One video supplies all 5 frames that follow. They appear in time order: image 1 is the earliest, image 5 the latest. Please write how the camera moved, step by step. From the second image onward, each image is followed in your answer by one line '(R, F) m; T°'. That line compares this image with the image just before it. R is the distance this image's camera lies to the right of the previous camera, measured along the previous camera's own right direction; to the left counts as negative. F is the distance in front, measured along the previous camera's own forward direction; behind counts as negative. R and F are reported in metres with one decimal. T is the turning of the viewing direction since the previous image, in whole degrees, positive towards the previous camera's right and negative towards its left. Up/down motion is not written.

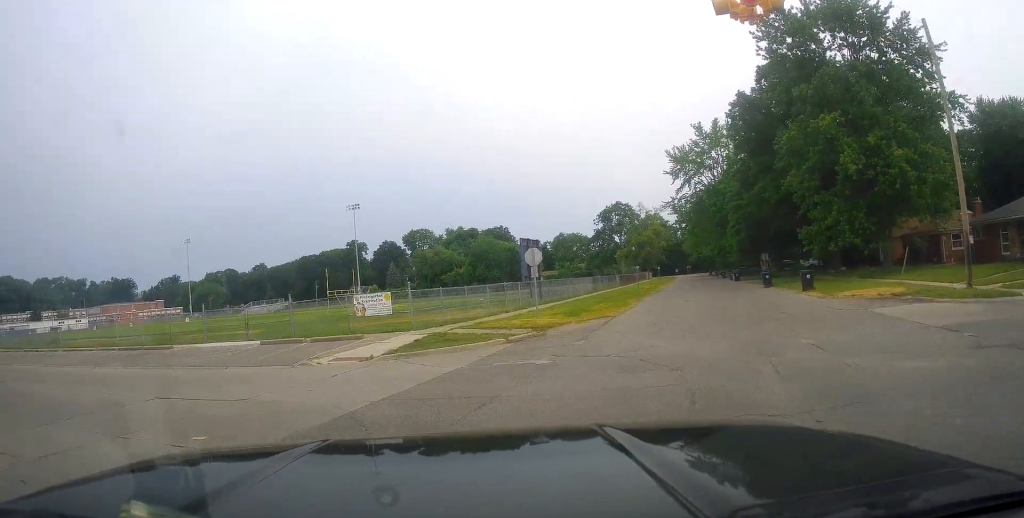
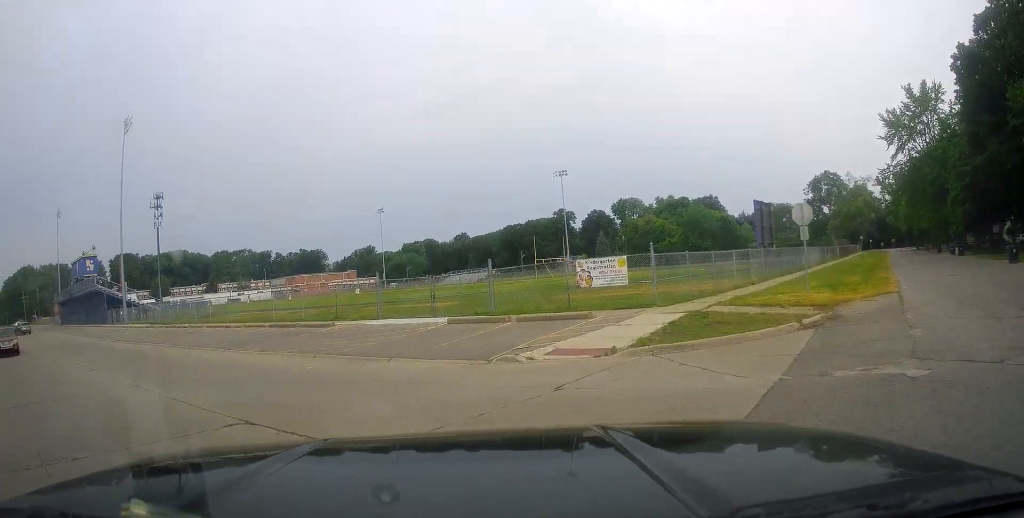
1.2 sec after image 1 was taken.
(-1.2, +4.6) m; -26°
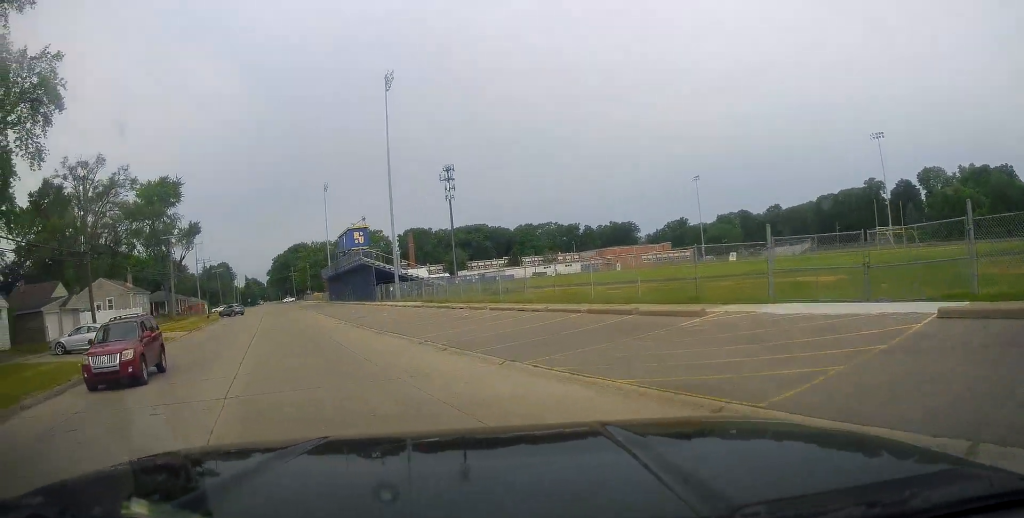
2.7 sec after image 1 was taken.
(-1.7, +8.9) m; -19°
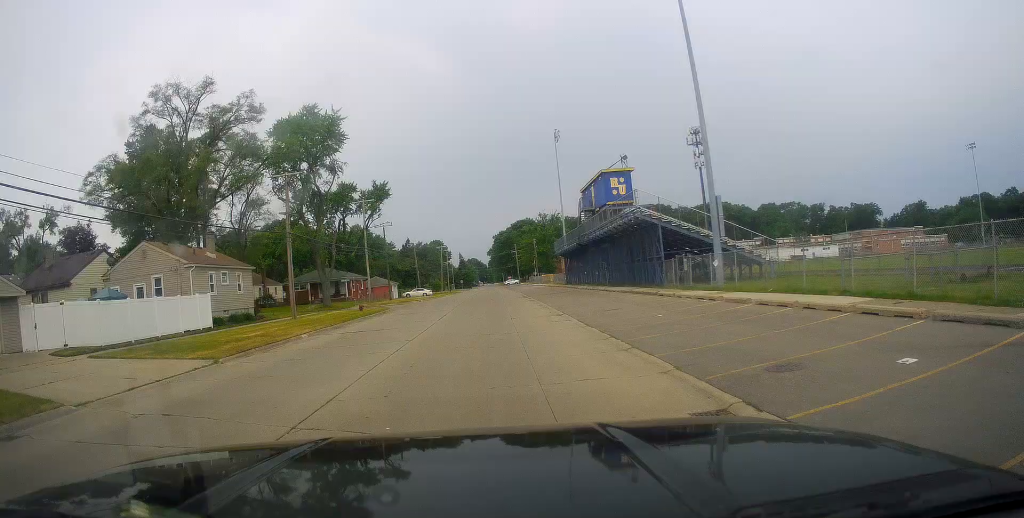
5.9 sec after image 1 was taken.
(-7.4, +26.4) m; -24°
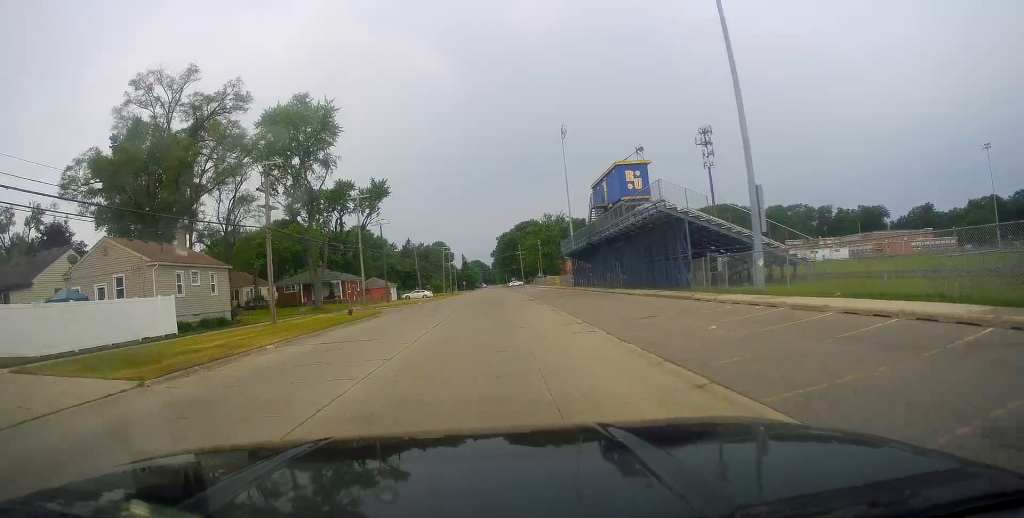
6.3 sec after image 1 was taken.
(-0.1, +4.3) m; -1°
